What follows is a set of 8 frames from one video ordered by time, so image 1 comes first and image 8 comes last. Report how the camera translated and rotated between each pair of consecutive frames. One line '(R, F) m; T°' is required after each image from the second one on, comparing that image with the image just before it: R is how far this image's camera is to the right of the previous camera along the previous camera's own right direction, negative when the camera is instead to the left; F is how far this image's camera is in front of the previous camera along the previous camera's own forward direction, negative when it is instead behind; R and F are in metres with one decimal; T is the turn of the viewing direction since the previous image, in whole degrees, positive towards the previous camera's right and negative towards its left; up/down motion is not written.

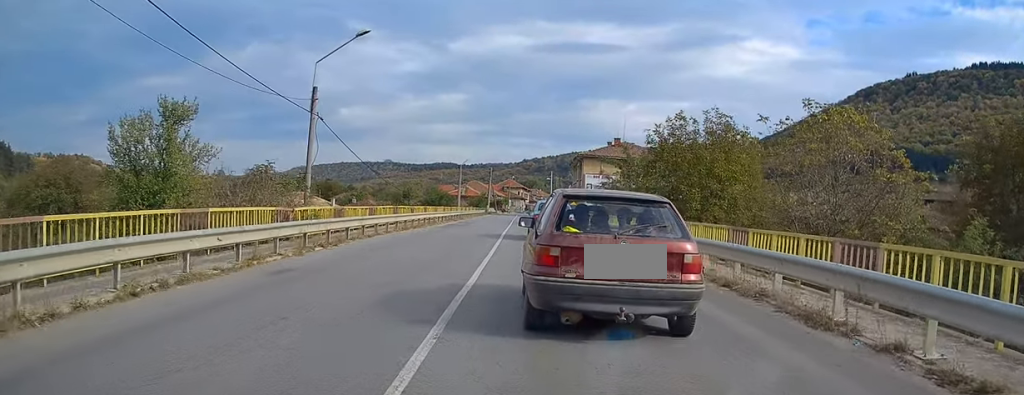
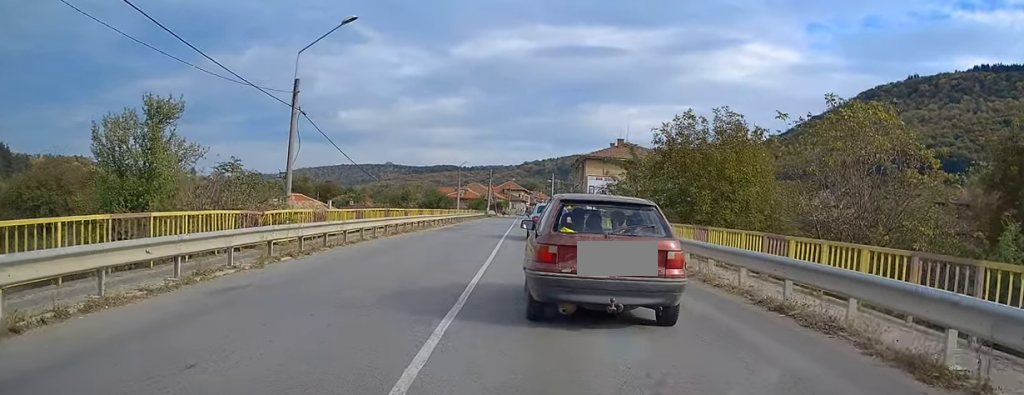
(+0.1, +2.4) m; +1°
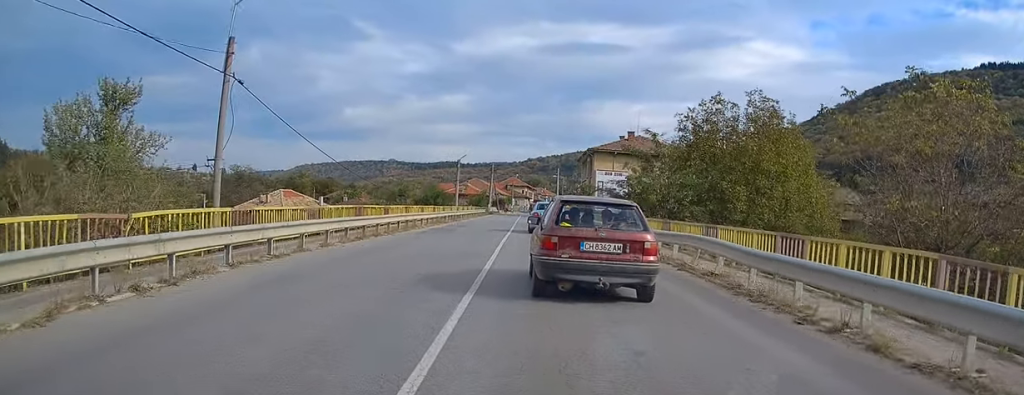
(-0.1, +6.2) m; -3°
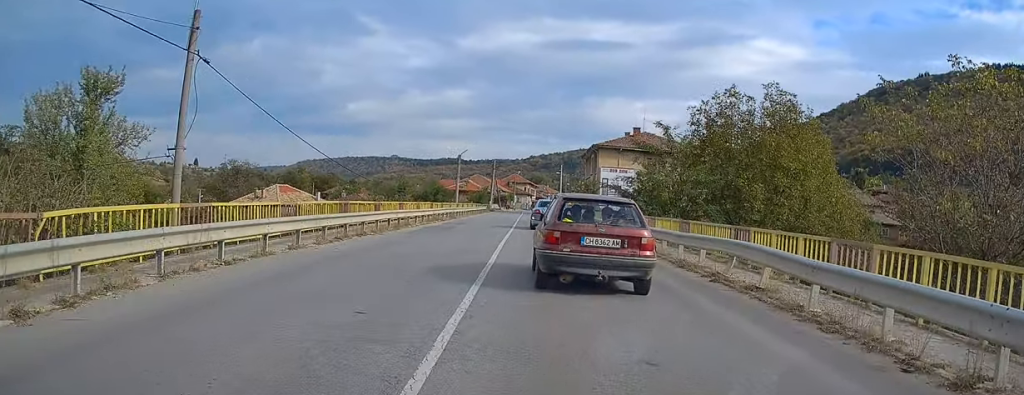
(0.0, +2.3) m; -1°
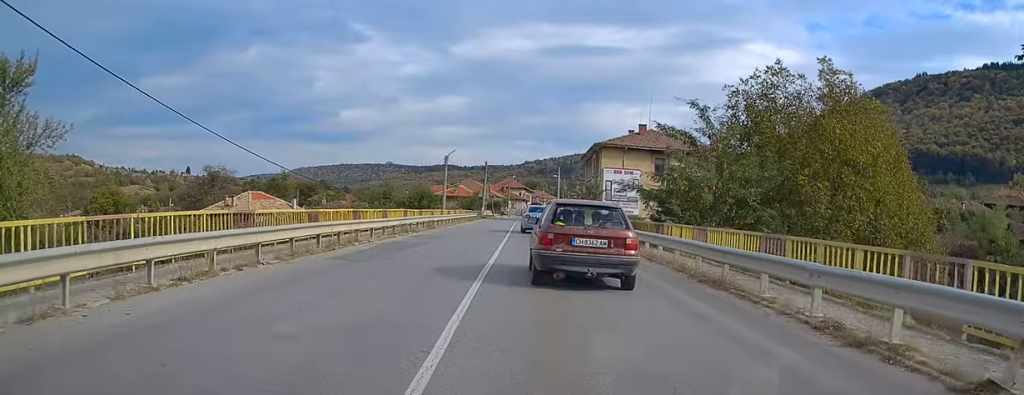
(-0.1, +8.1) m; +2°
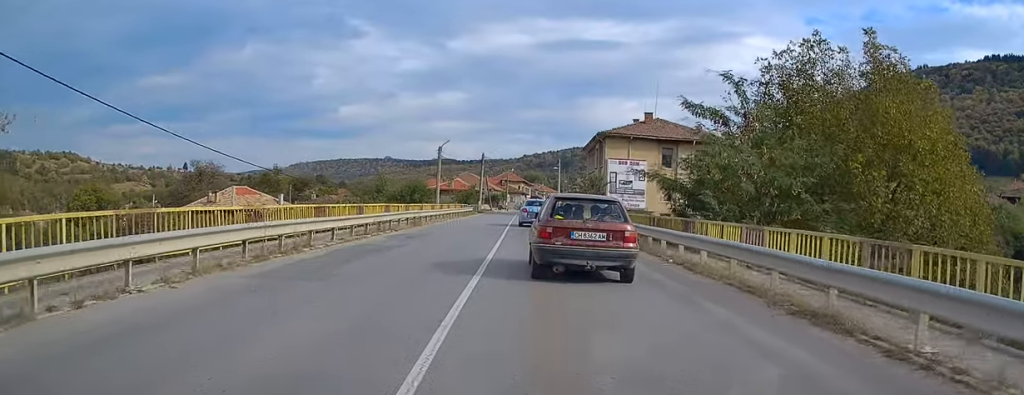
(+0.1, +4.3) m; +2°
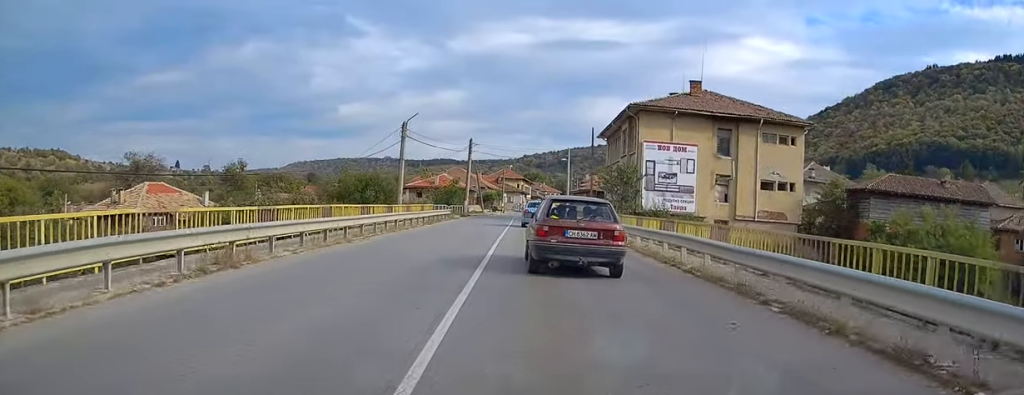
(-0.3, +20.8) m; -1°
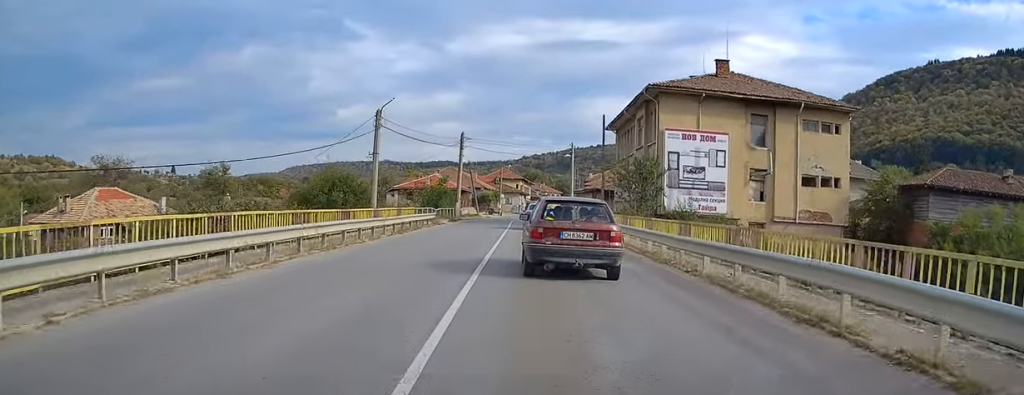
(0.0, +8.1) m; 0°
